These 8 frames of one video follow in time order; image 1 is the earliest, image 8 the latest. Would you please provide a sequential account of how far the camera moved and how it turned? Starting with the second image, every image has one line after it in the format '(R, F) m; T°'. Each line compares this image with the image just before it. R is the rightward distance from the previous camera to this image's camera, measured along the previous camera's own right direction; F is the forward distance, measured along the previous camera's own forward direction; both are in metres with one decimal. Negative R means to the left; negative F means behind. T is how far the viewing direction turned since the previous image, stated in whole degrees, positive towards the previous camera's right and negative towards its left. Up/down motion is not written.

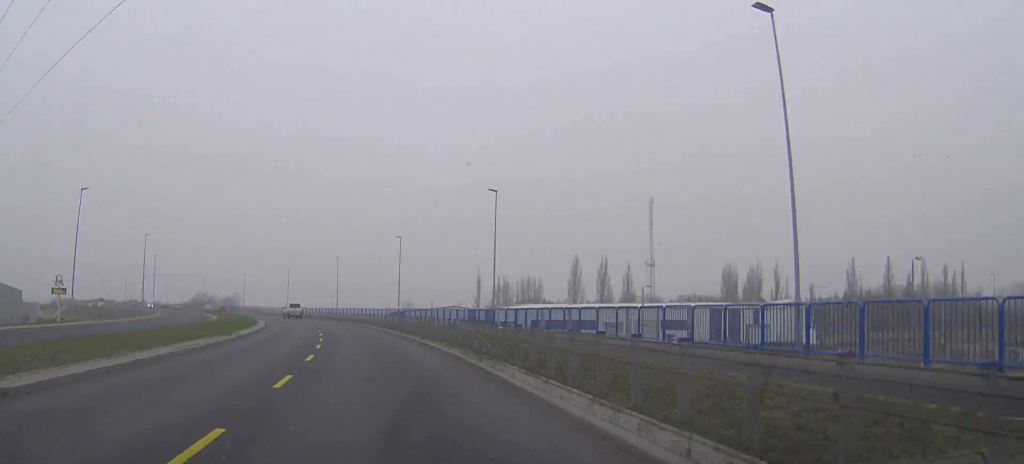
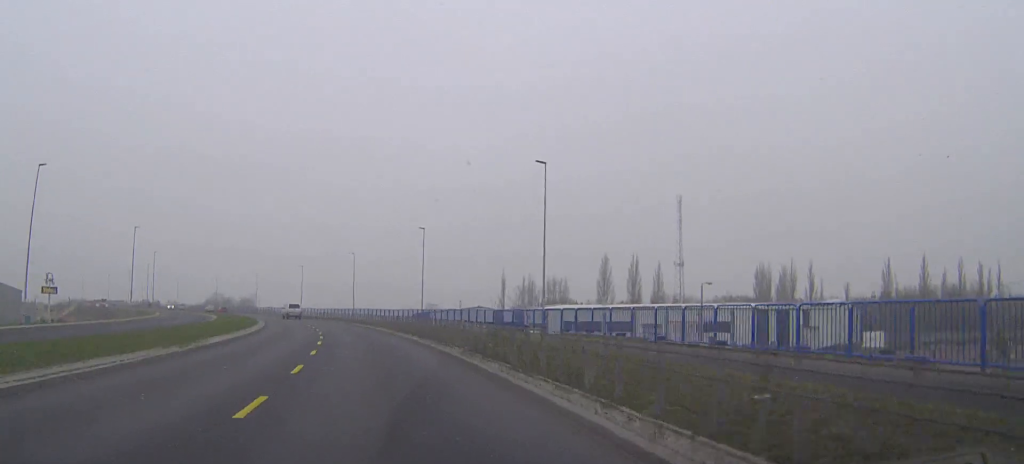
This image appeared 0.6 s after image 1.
(-0.2, +9.4) m; -2°
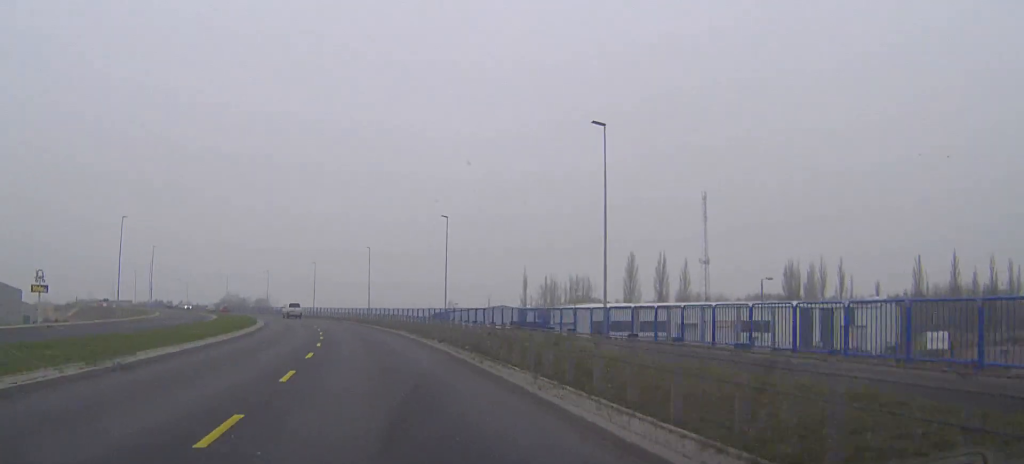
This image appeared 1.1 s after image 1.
(-0.1, +7.5) m; -1°
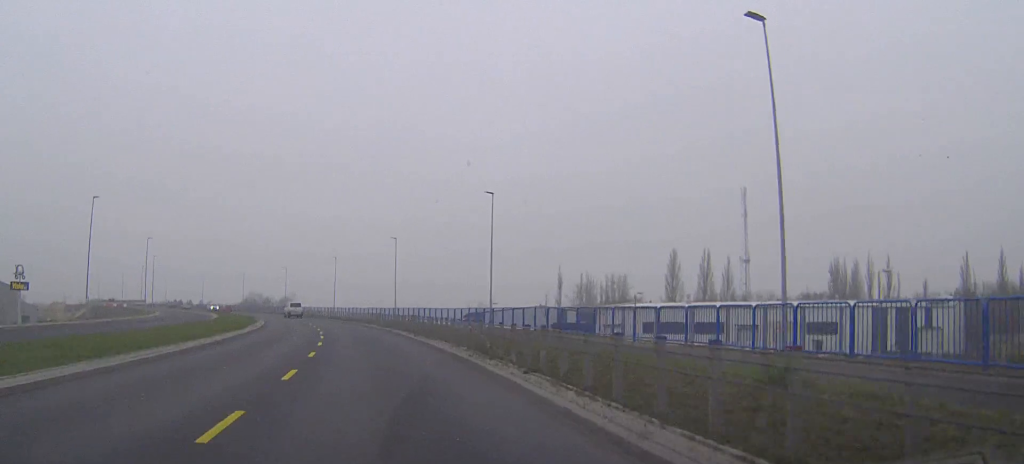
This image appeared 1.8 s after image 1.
(-0.2, +11.8) m; -2°
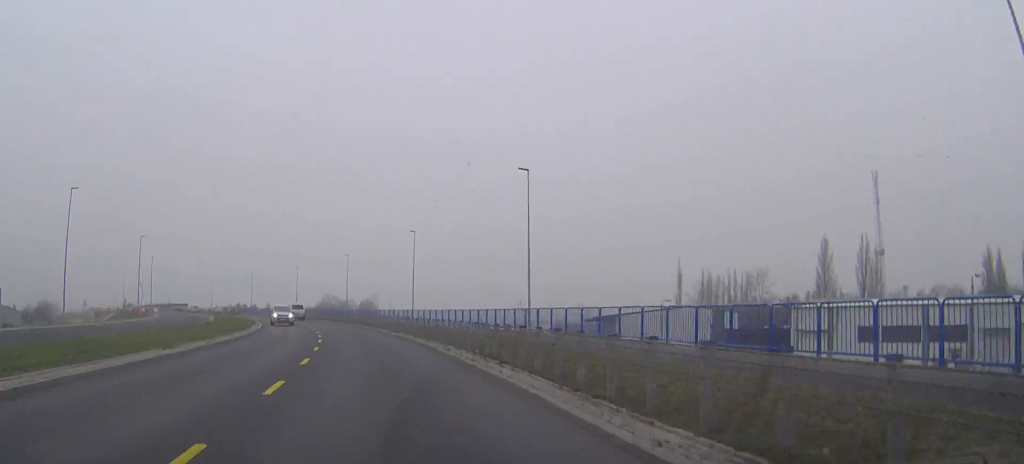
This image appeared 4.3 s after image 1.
(-2.3, +38.2) m; -7°
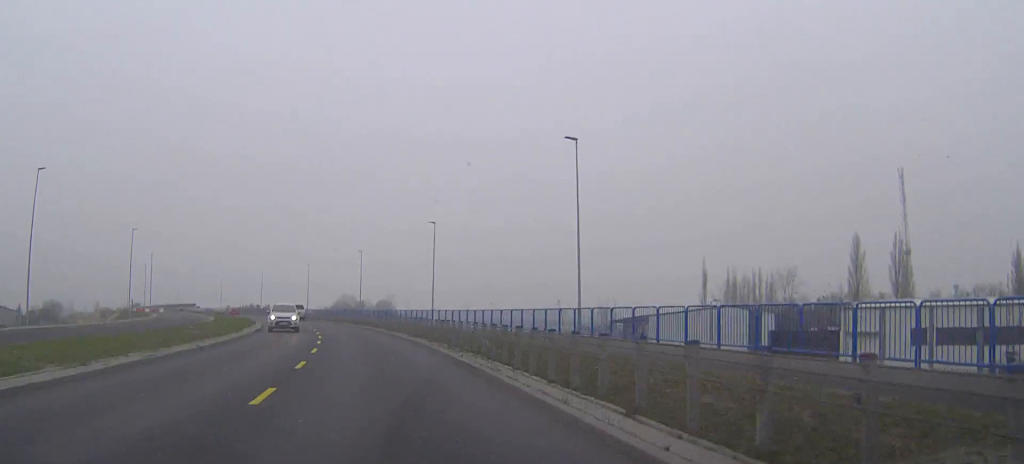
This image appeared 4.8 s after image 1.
(0.0, +7.4) m; -1°
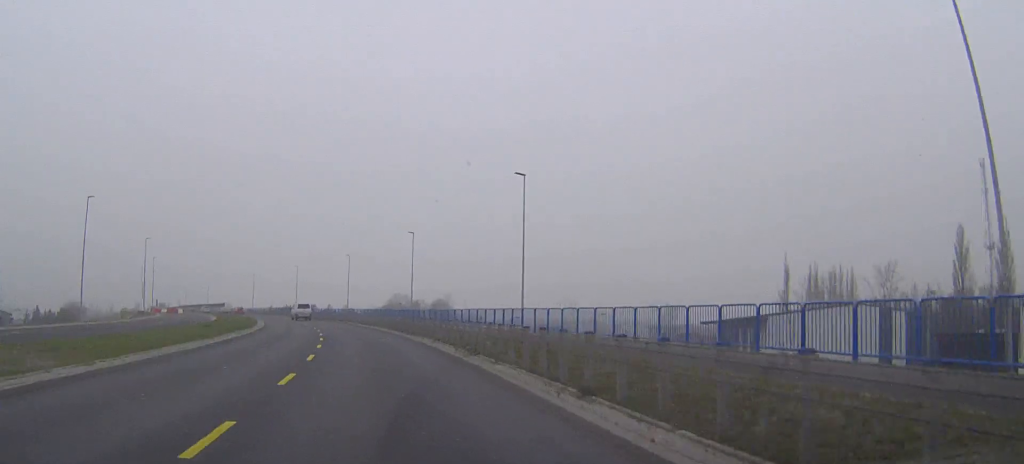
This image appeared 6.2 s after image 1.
(-0.8, +21.6) m; -4°
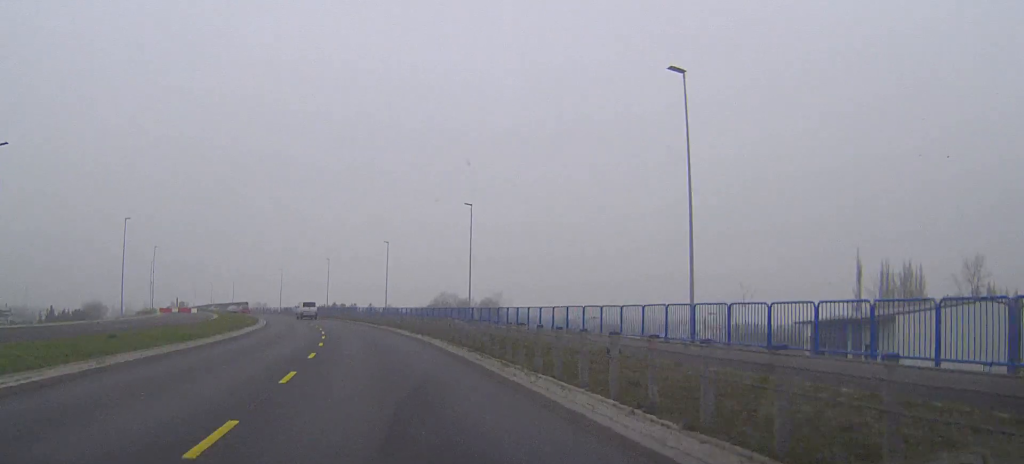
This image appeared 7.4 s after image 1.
(-0.6, +17.9) m; -3°
